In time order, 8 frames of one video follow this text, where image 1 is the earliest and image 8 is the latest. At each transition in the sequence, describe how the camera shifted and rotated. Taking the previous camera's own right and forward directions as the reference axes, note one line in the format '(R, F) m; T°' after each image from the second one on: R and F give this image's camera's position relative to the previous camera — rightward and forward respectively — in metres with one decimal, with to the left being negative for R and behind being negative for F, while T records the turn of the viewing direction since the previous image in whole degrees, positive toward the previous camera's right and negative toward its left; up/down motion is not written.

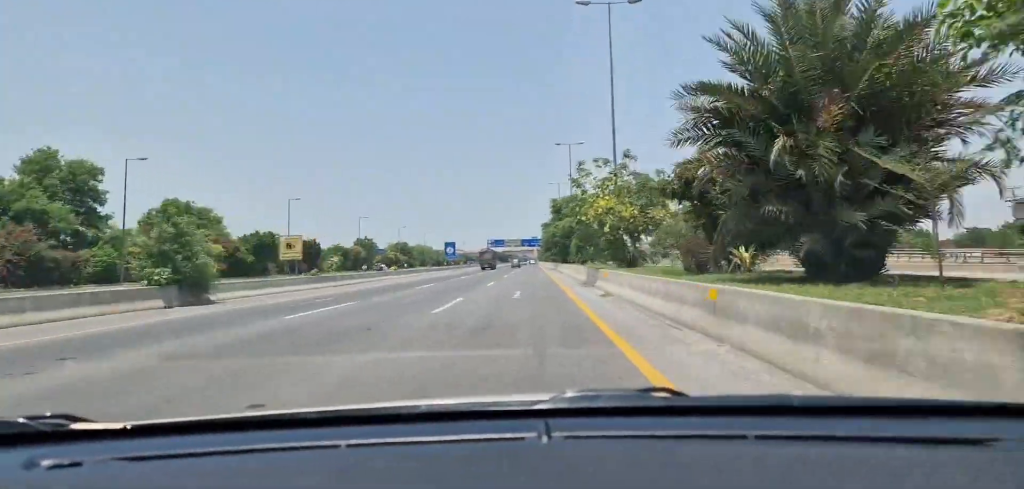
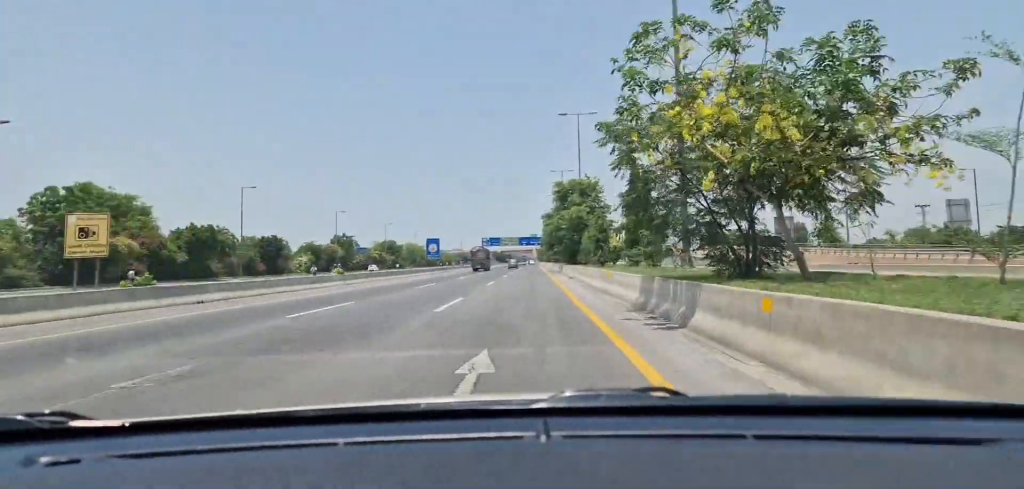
(-0.2, +17.6) m; 0°
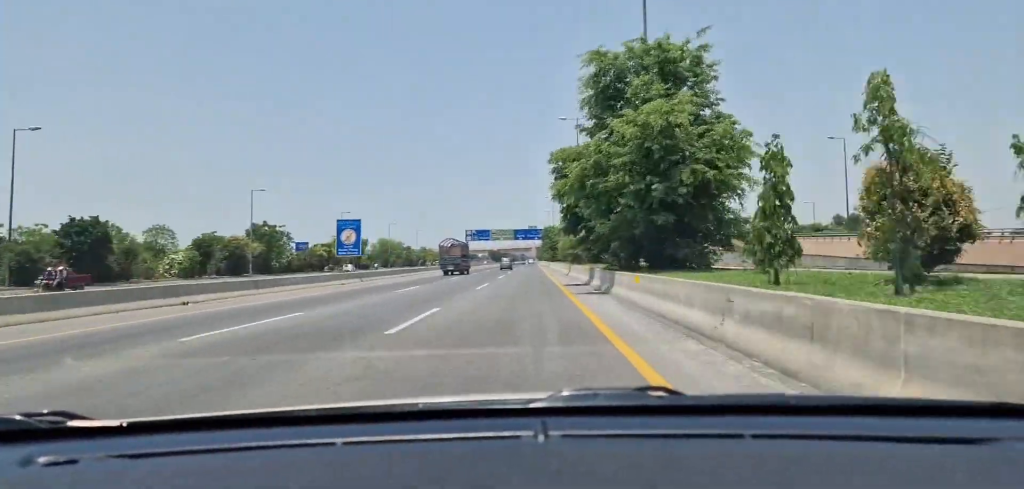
(0.0, +41.9) m; 0°
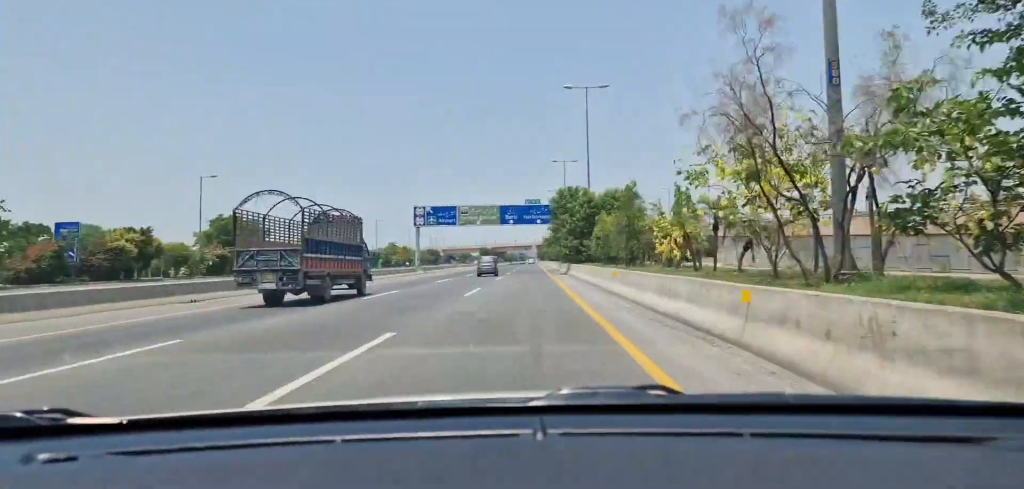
(-0.1, +59.4) m; 0°
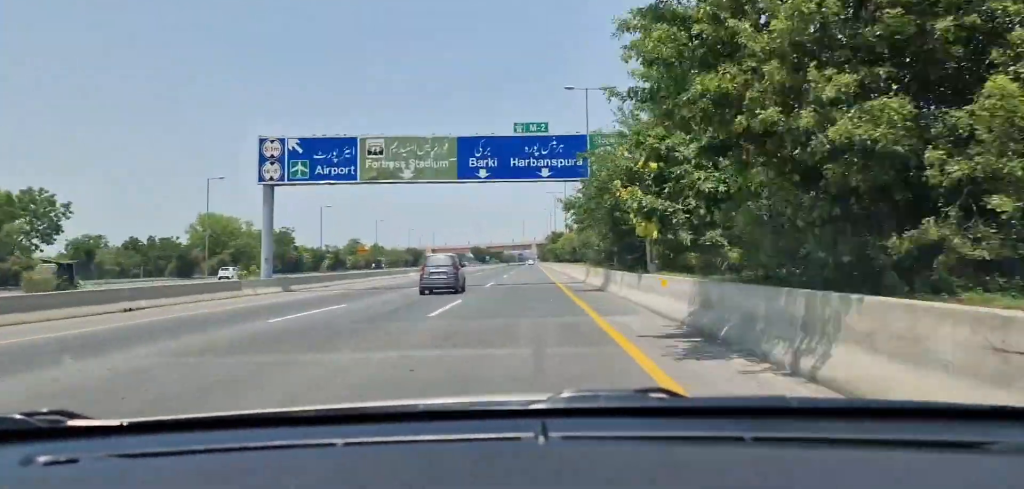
(-0.1, +44.7) m; 0°
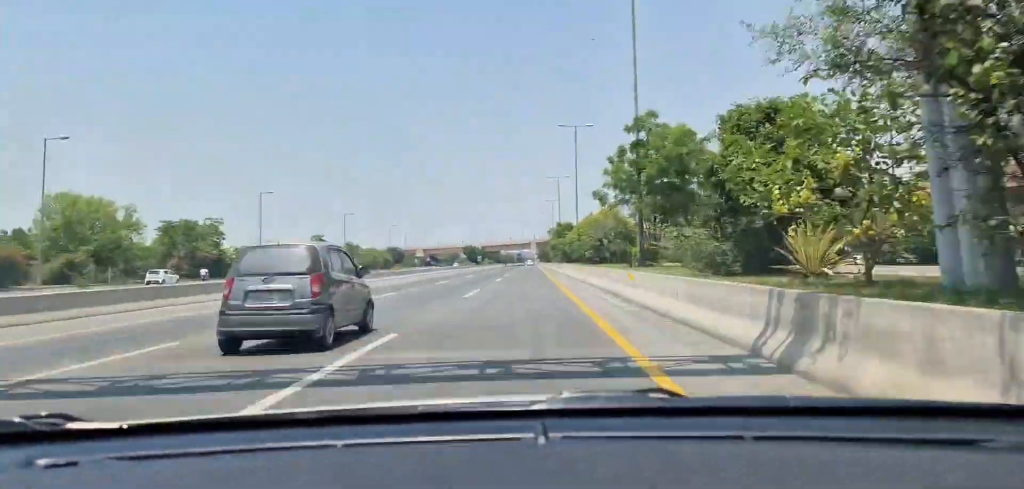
(+0.2, +27.8) m; 0°
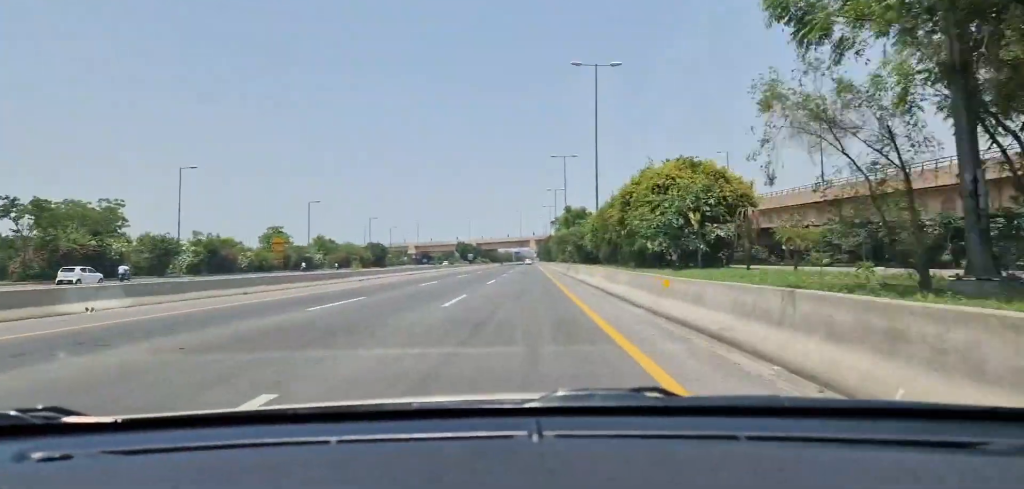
(+0.3, +22.7) m; 0°
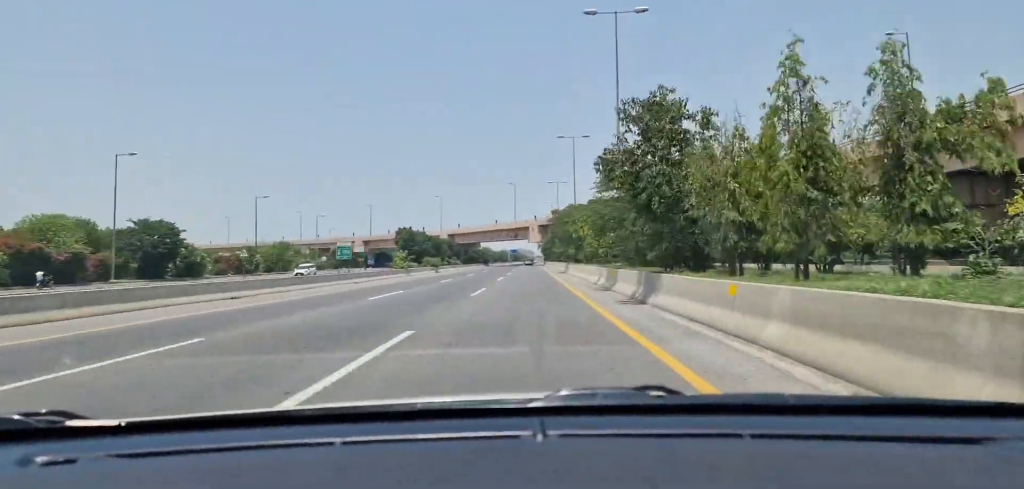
(-0.1, +103.3) m; 0°
